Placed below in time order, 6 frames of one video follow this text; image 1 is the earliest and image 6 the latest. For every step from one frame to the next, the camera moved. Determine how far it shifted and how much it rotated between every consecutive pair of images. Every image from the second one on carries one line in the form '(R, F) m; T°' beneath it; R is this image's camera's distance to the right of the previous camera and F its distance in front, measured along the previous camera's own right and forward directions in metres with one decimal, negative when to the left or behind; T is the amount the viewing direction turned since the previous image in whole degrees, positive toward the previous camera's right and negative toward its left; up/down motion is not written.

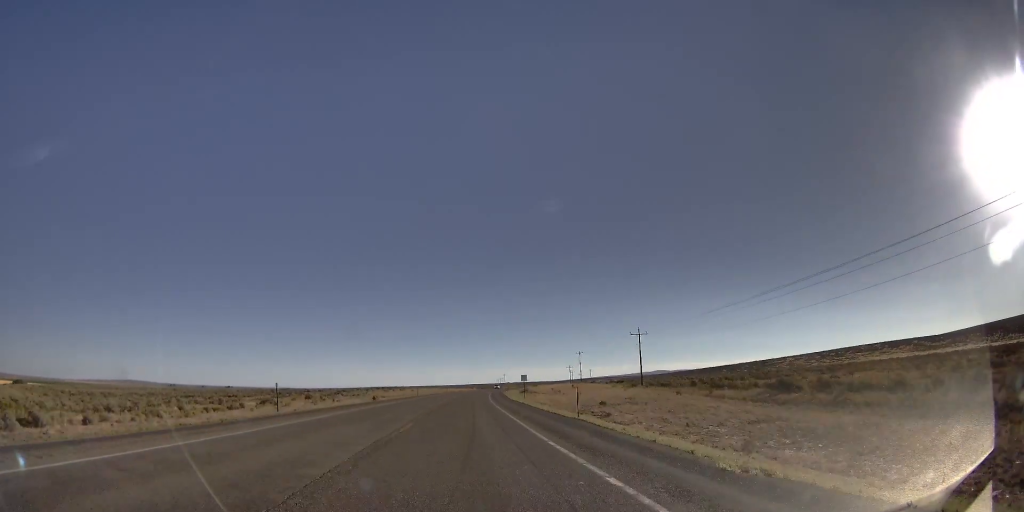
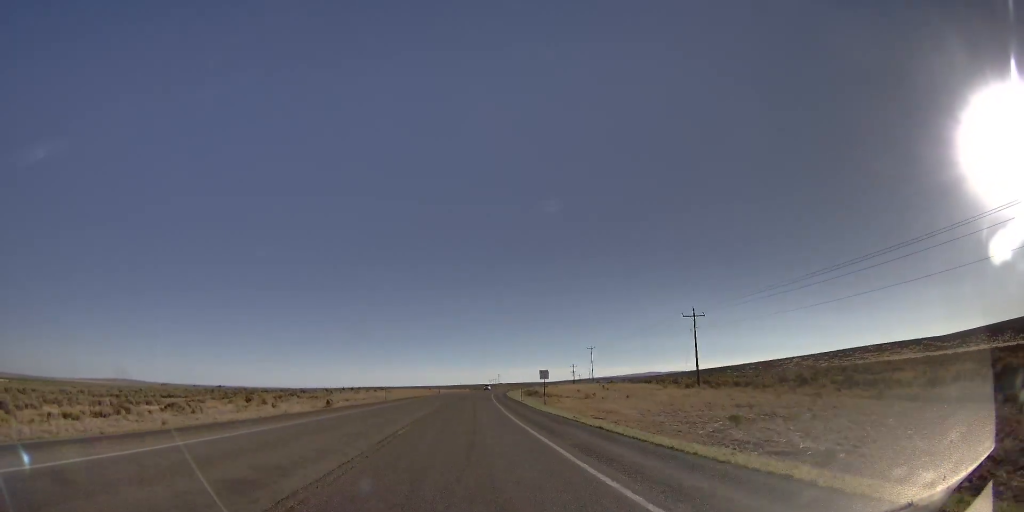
(+0.3, +30.6) m; 0°
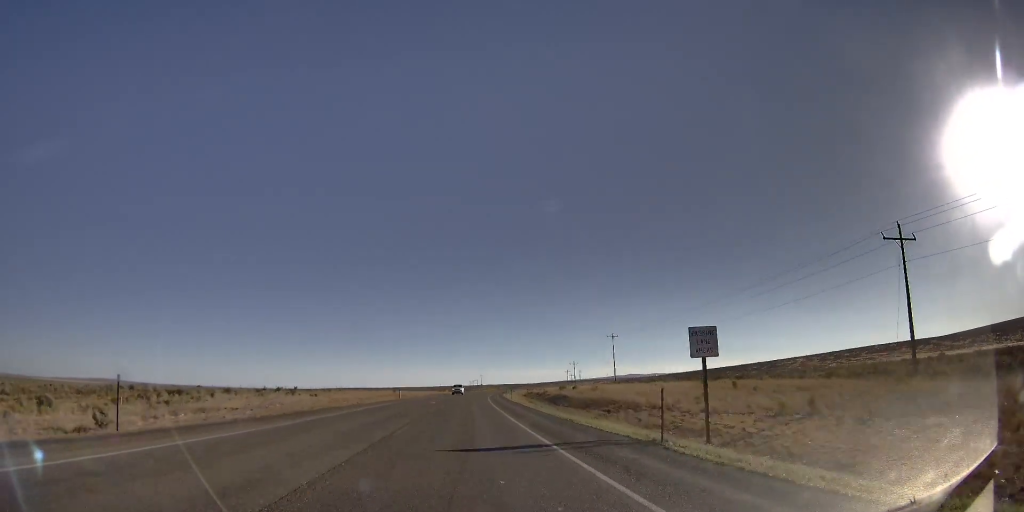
(-1.5, +45.4) m; -5°
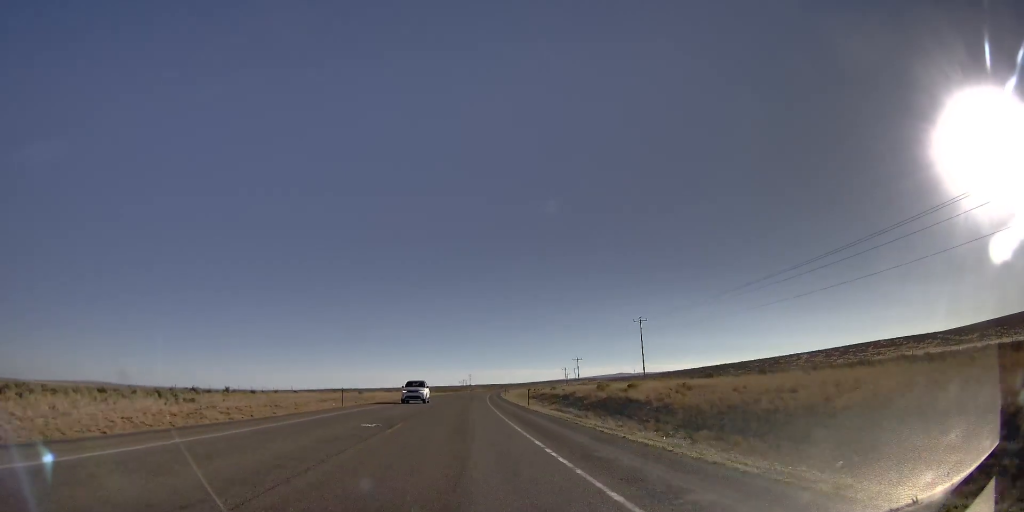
(-0.7, +29.7) m; 0°
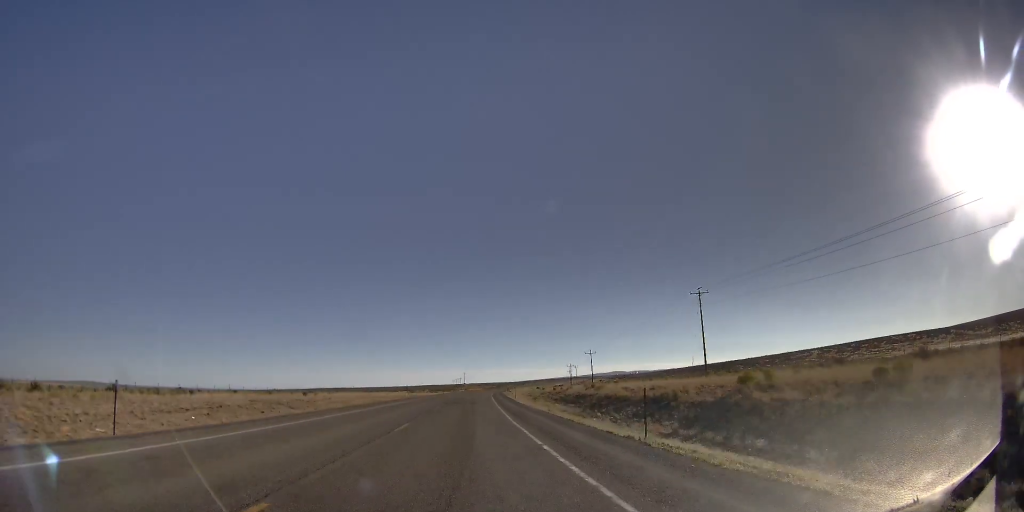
(+0.4, +29.7) m; +2°
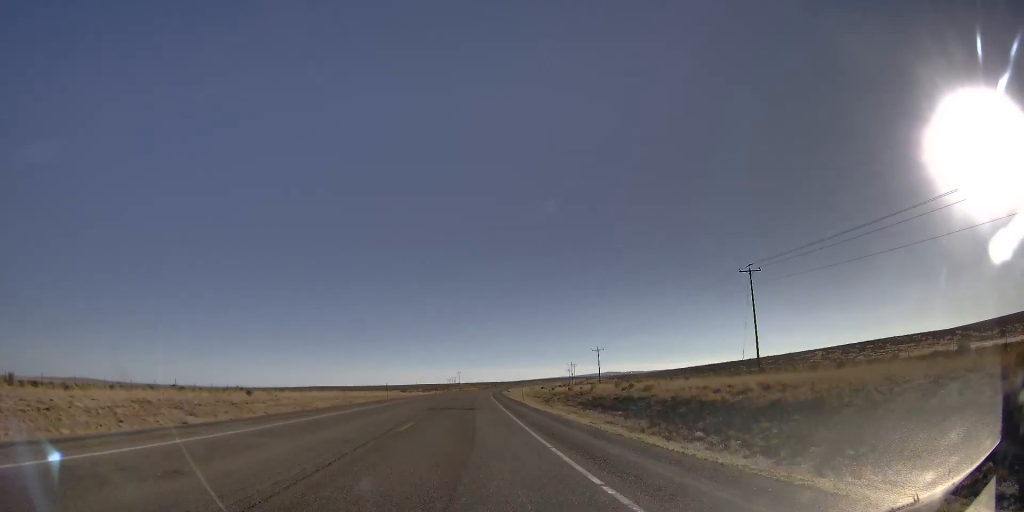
(+0.1, +15.8) m; 0°
